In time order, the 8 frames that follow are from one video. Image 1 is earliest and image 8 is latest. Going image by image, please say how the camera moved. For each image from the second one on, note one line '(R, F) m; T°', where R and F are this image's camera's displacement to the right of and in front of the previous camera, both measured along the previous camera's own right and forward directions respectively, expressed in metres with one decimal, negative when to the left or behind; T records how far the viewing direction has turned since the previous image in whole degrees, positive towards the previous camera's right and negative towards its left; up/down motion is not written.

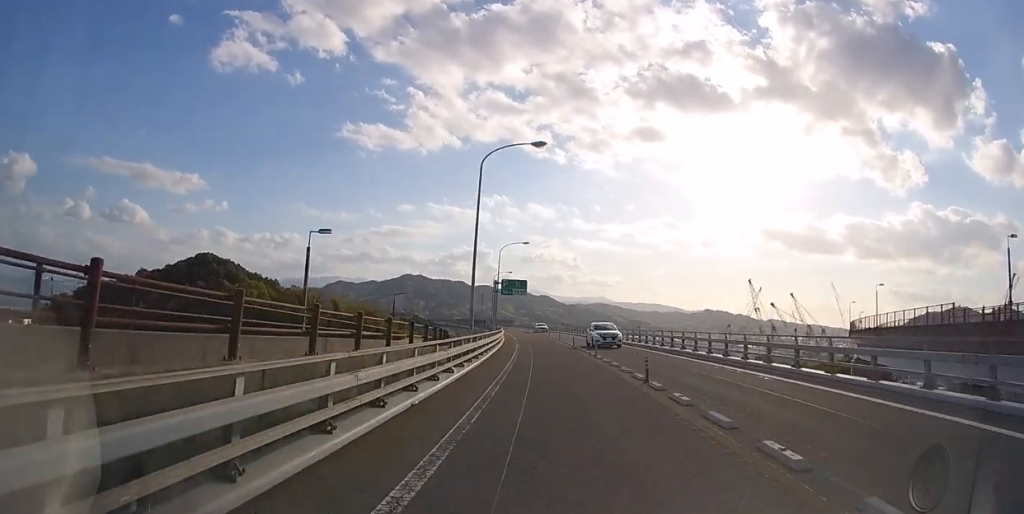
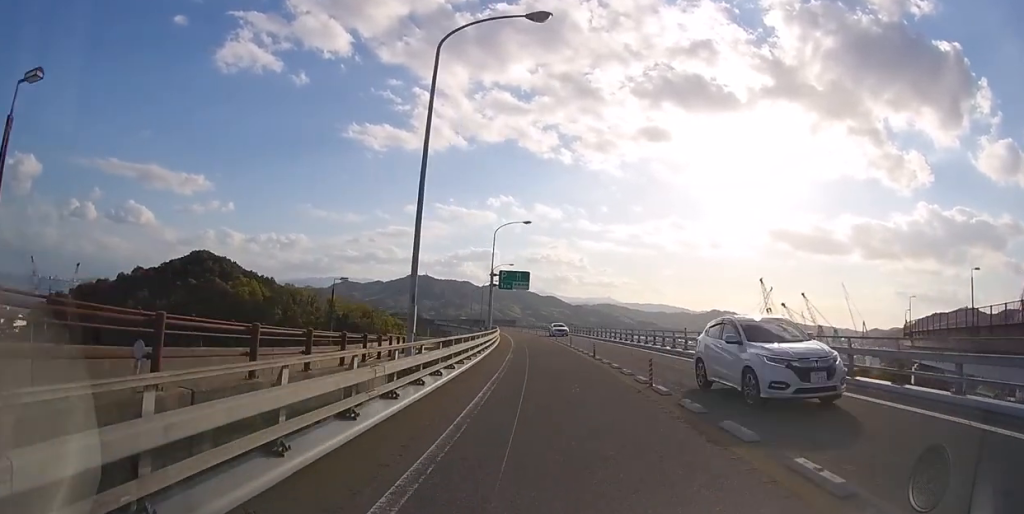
(-0.1, +10.9) m; -1°
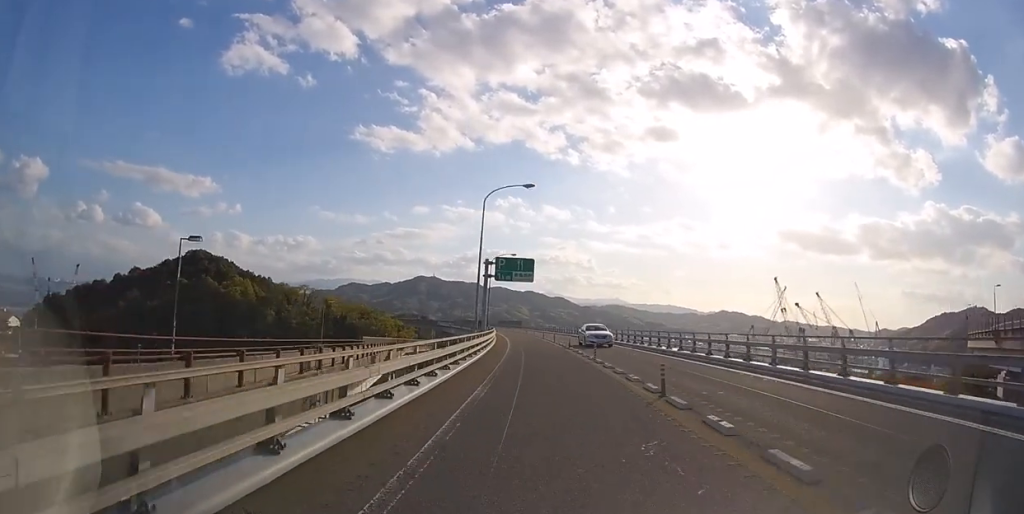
(-0.1, +11.0) m; -1°
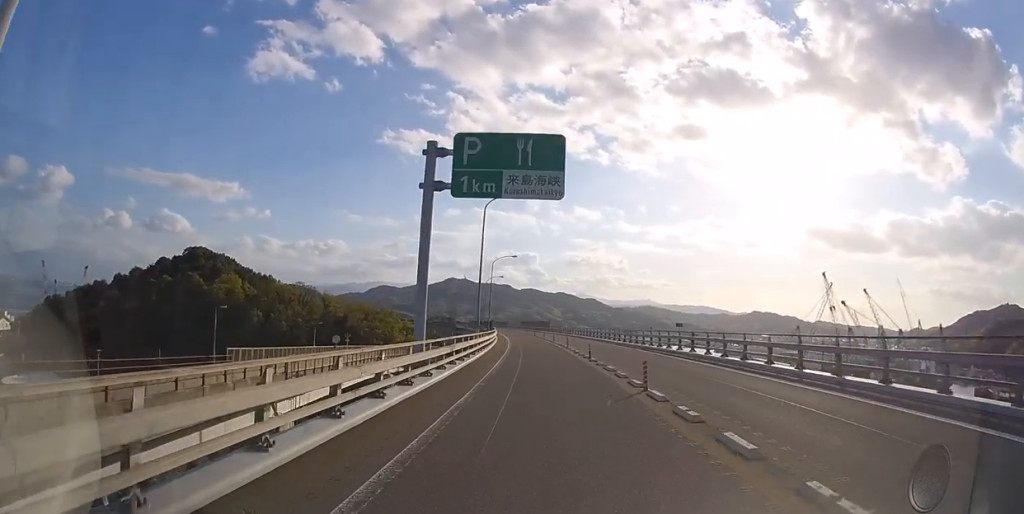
(-0.7, +29.2) m; -3°
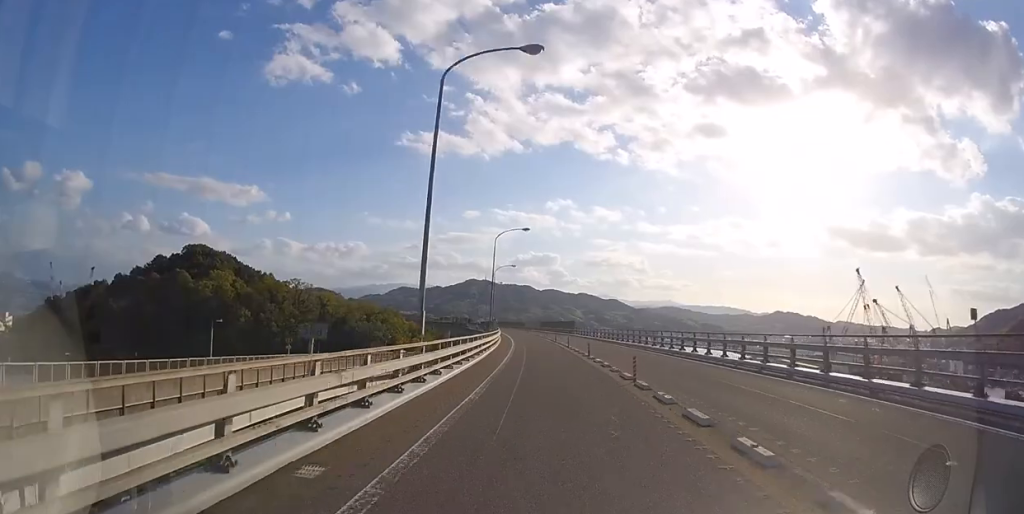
(-0.4, +17.7) m; -2°
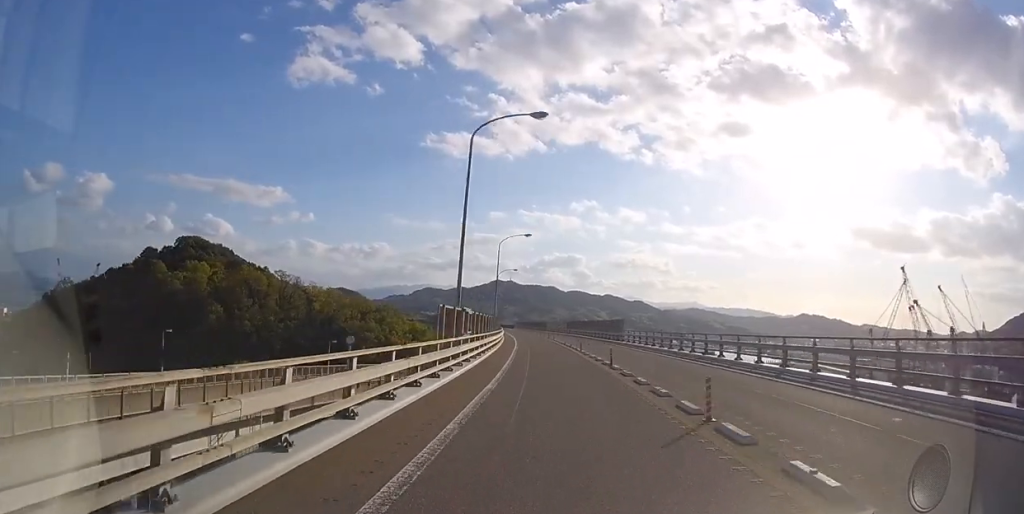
(-0.8, +25.0) m; -3°
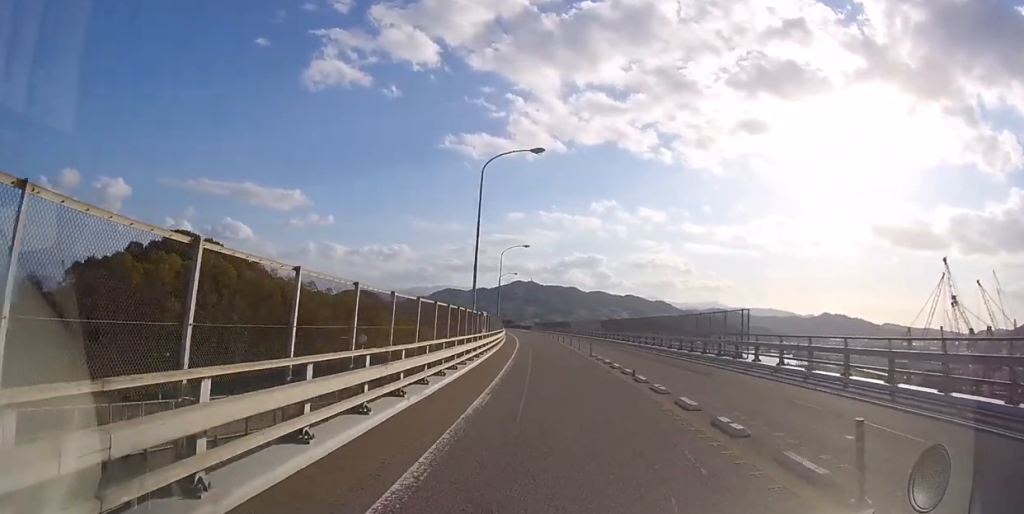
(-0.5, +23.8) m; -3°
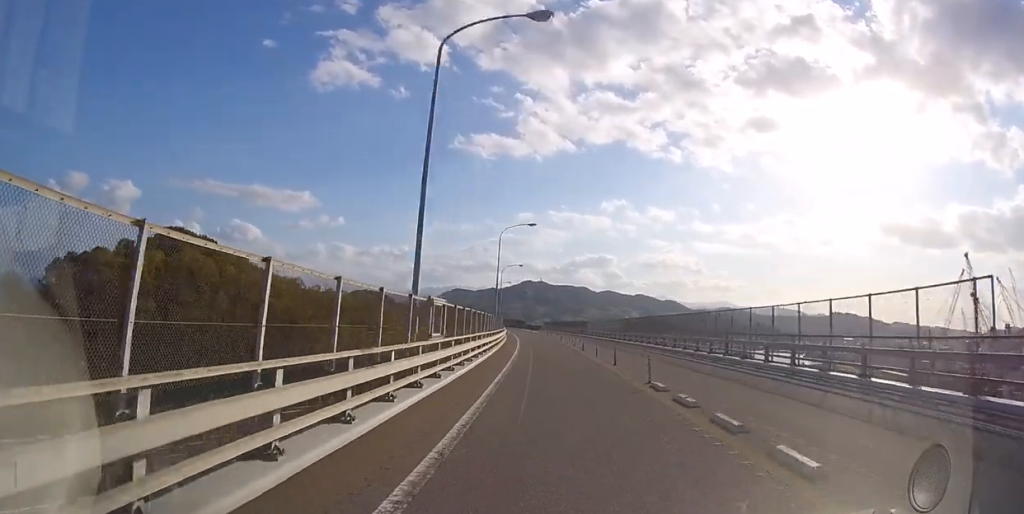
(-0.1, +11.3) m; -1°
